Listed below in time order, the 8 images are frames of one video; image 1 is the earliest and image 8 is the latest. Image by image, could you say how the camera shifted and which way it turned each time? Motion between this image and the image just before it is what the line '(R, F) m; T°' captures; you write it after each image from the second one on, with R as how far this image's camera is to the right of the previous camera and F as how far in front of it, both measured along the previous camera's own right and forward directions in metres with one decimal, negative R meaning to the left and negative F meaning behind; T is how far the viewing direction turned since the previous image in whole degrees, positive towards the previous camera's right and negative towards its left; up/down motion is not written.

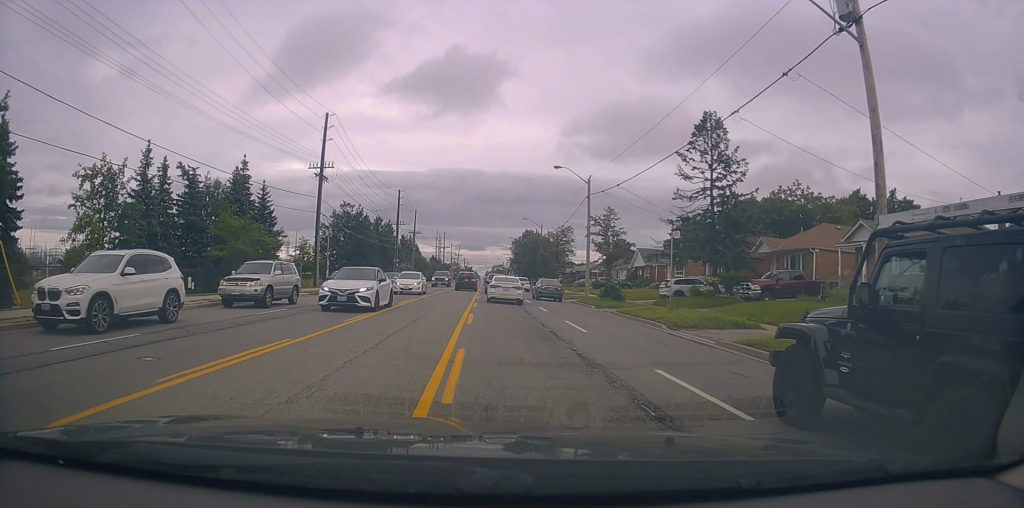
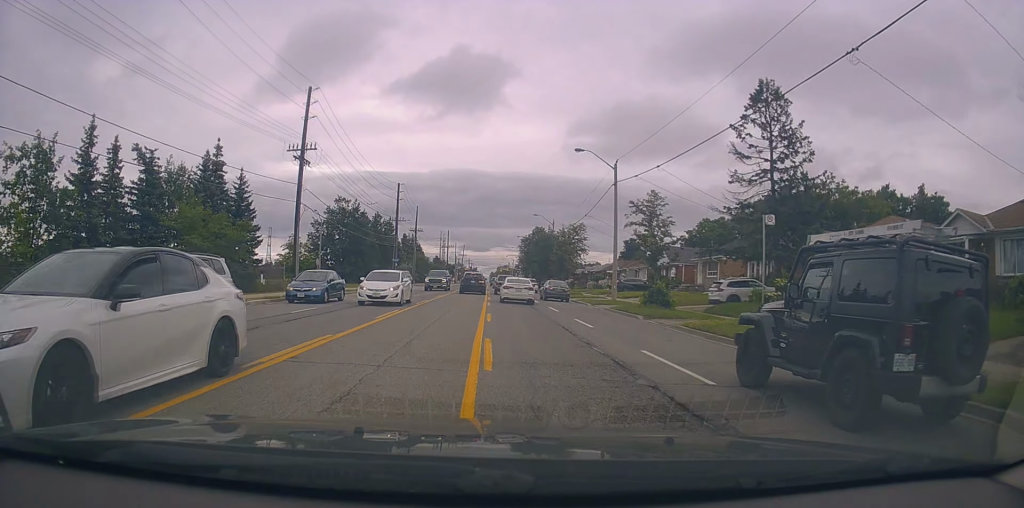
(-0.2, +7.5) m; -1°
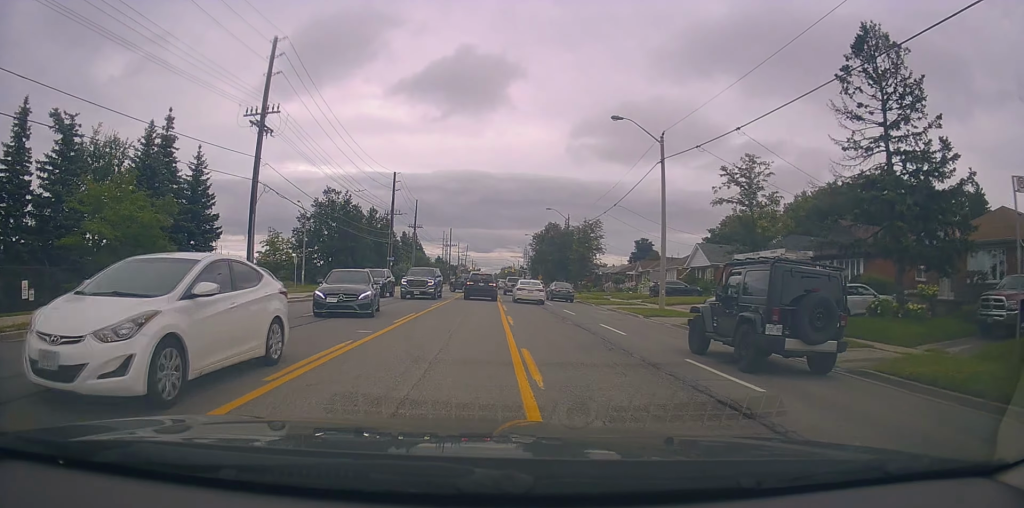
(0.0, +10.0) m; +1°
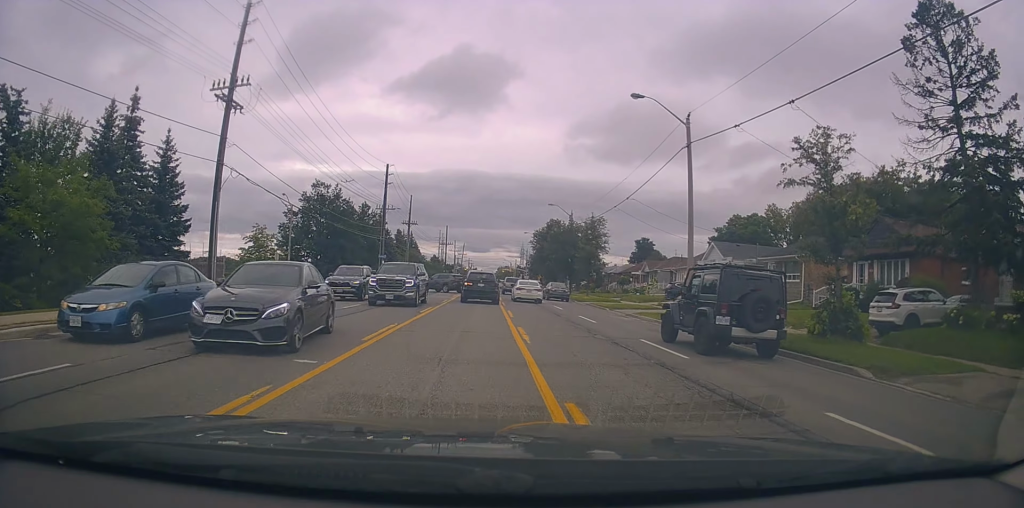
(+0.3, +4.9) m; +1°
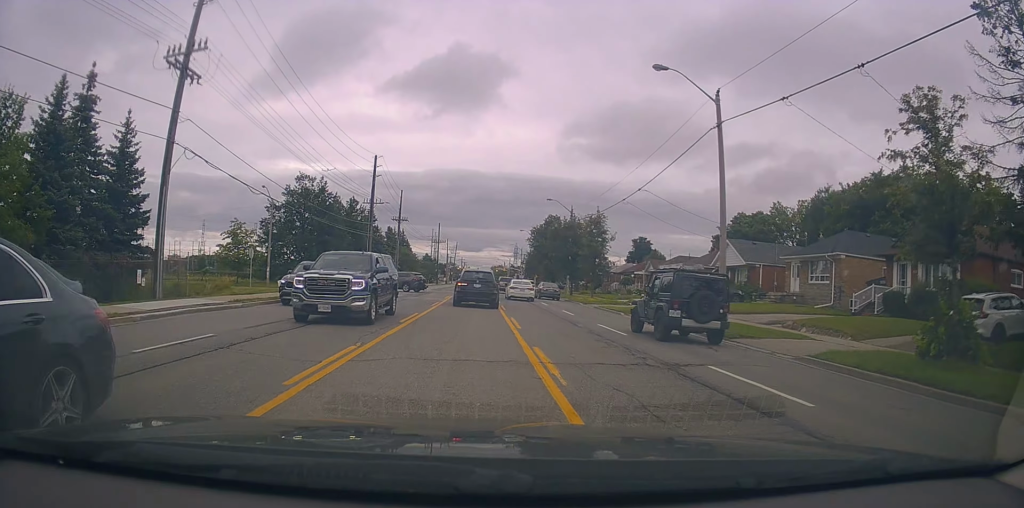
(-0.2, +4.8) m; -2°
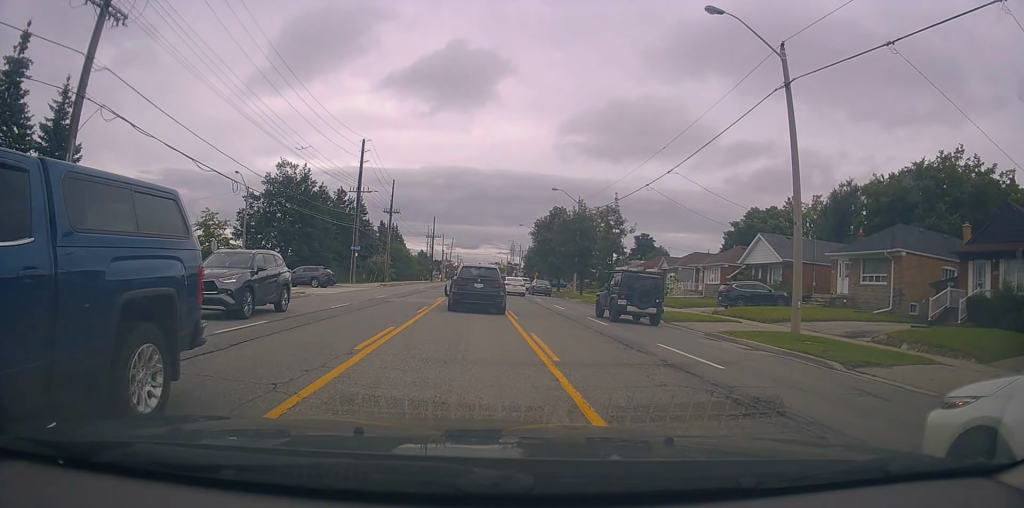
(-0.2, +6.9) m; -2°
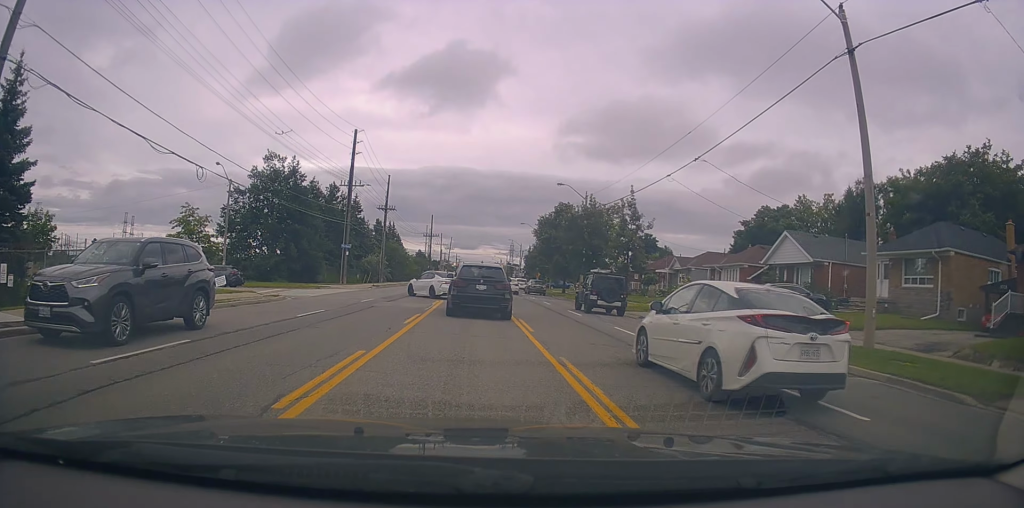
(-0.1, +4.7) m; 0°
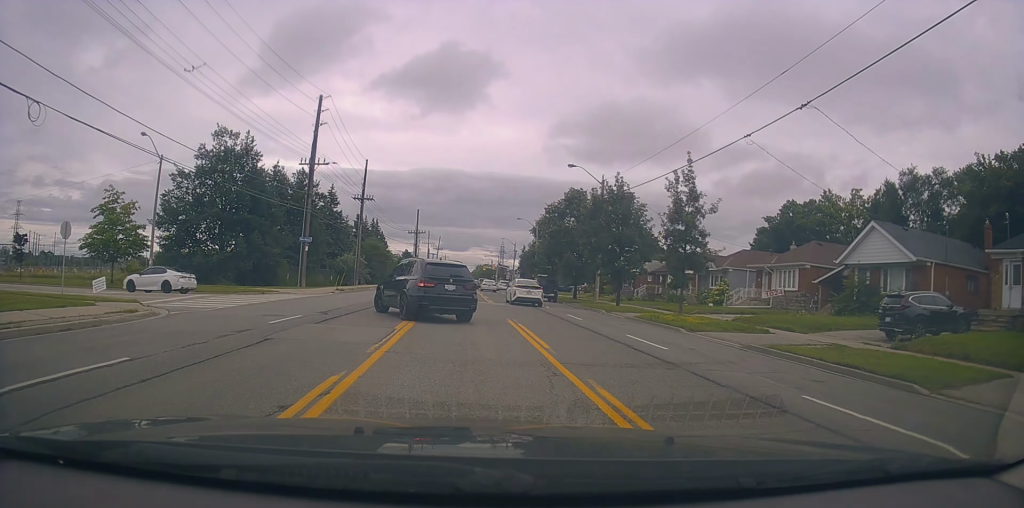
(+1.1, +11.5) m; +7°
